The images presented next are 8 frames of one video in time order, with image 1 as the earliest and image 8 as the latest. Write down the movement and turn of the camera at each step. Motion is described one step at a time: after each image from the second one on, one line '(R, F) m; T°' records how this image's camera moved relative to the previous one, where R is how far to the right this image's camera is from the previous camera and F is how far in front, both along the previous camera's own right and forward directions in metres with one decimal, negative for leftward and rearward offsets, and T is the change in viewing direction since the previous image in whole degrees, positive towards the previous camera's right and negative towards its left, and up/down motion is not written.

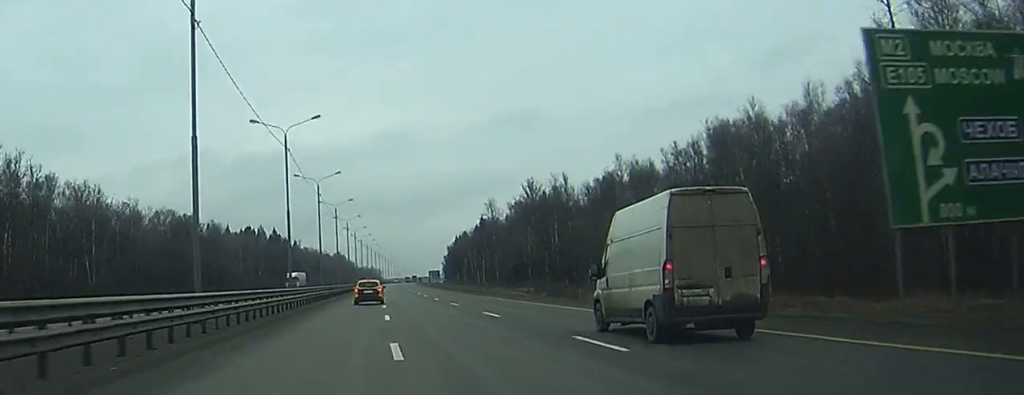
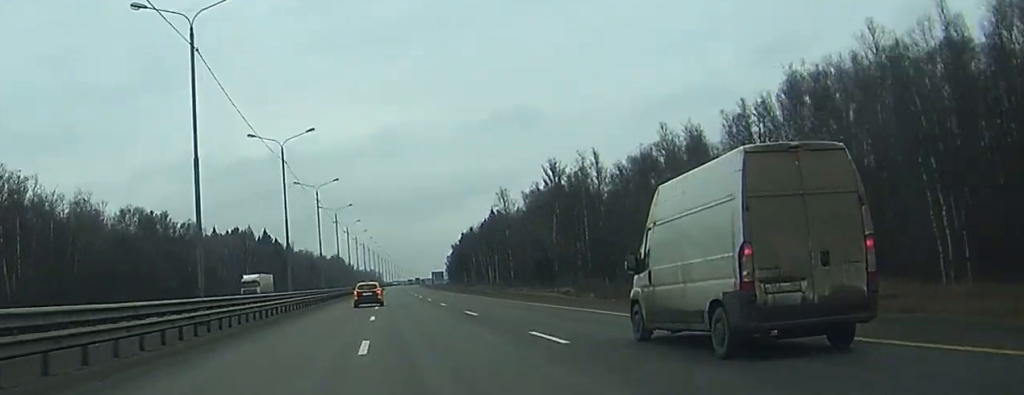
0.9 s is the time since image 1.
(+0.1, +30.4) m; 0°
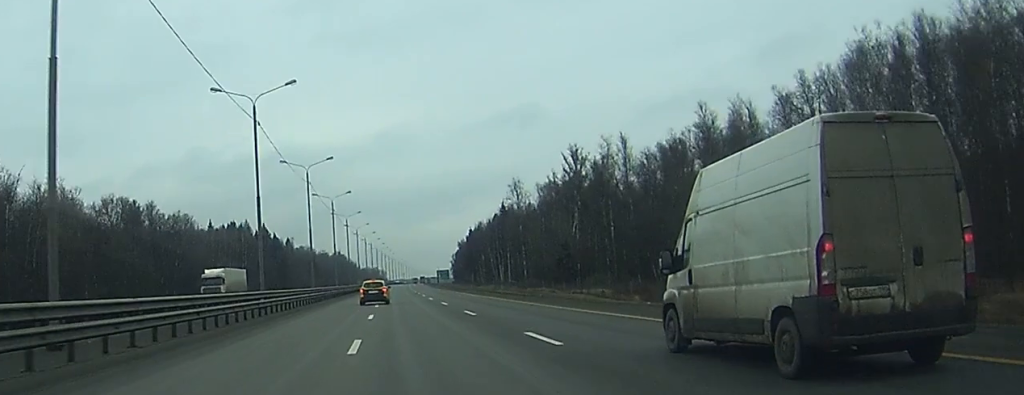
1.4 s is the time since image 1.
(0.0, +16.3) m; 0°
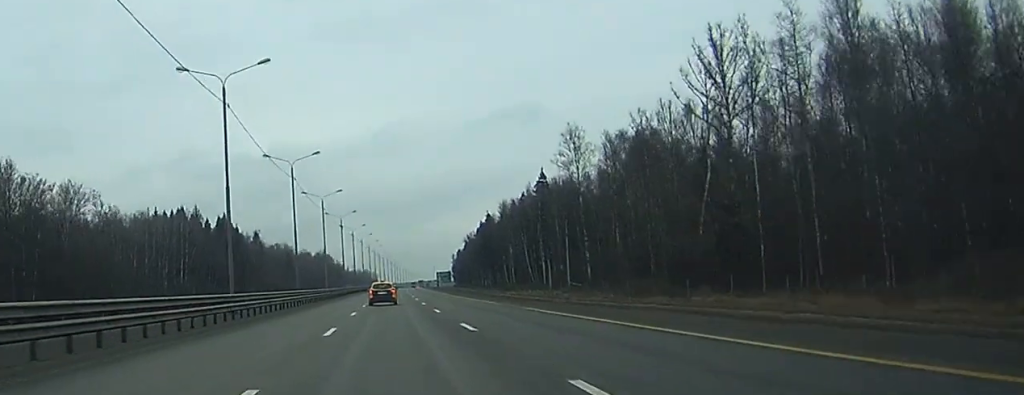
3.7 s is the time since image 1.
(+0.1, +73.6) m; 0°
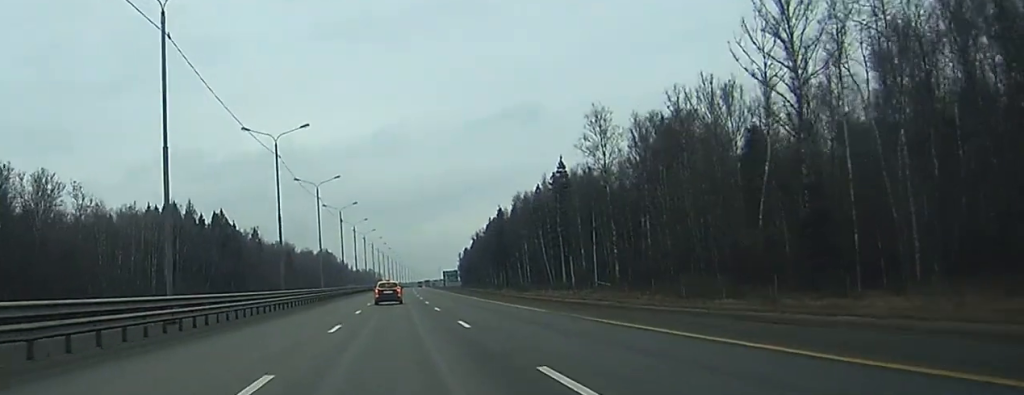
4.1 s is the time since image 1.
(0.0, +14.1) m; 0°
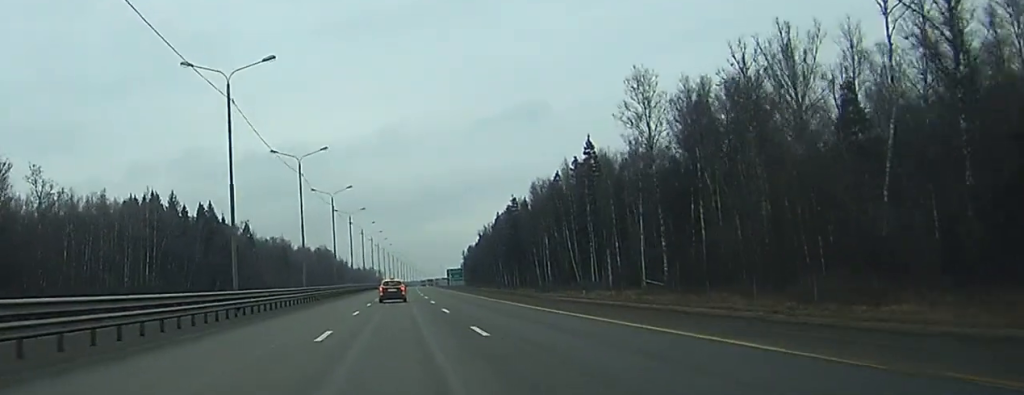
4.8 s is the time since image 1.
(0.0, +20.5) m; 0°
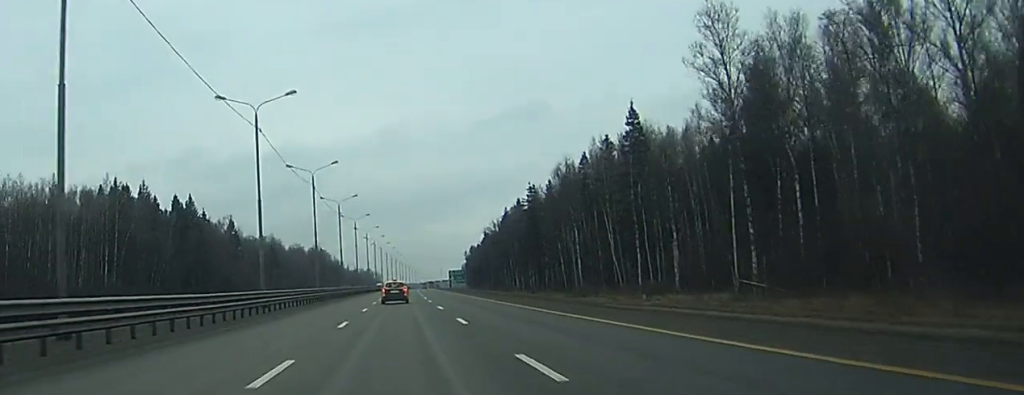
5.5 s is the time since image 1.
(0.0, +24.8) m; 0°
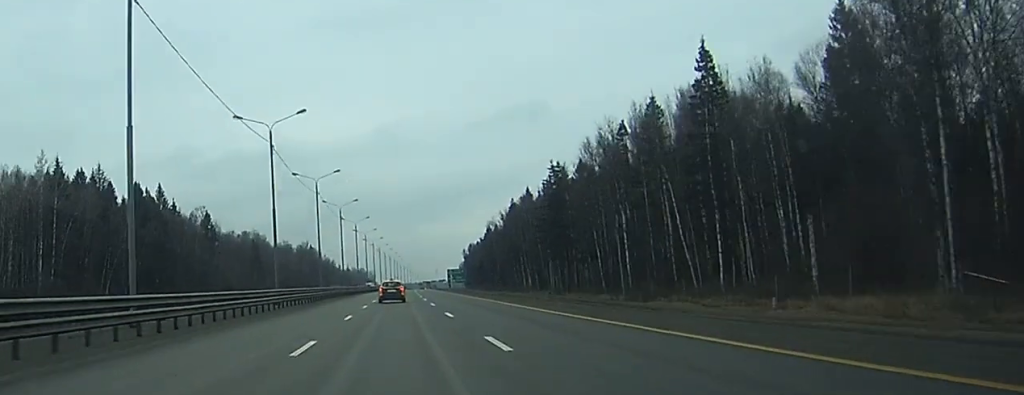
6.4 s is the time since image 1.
(0.0, +27.0) m; 0°
